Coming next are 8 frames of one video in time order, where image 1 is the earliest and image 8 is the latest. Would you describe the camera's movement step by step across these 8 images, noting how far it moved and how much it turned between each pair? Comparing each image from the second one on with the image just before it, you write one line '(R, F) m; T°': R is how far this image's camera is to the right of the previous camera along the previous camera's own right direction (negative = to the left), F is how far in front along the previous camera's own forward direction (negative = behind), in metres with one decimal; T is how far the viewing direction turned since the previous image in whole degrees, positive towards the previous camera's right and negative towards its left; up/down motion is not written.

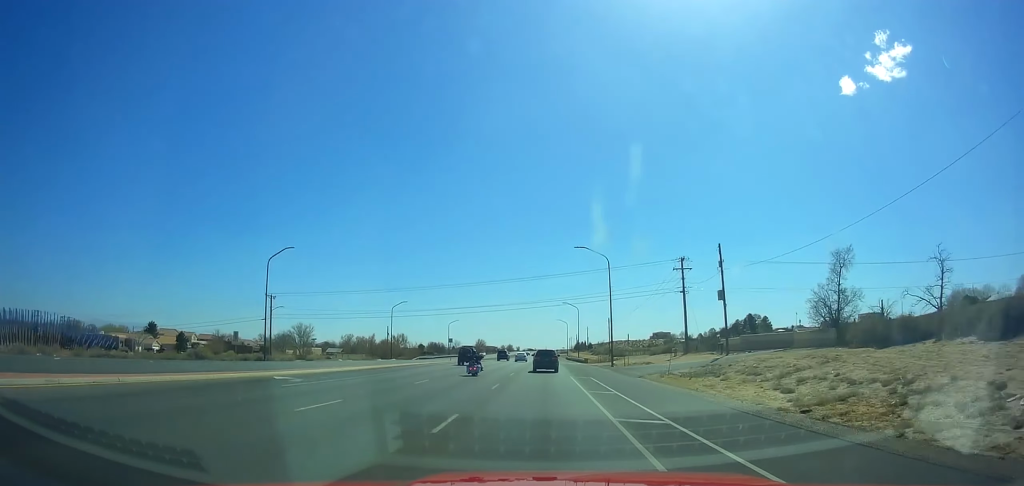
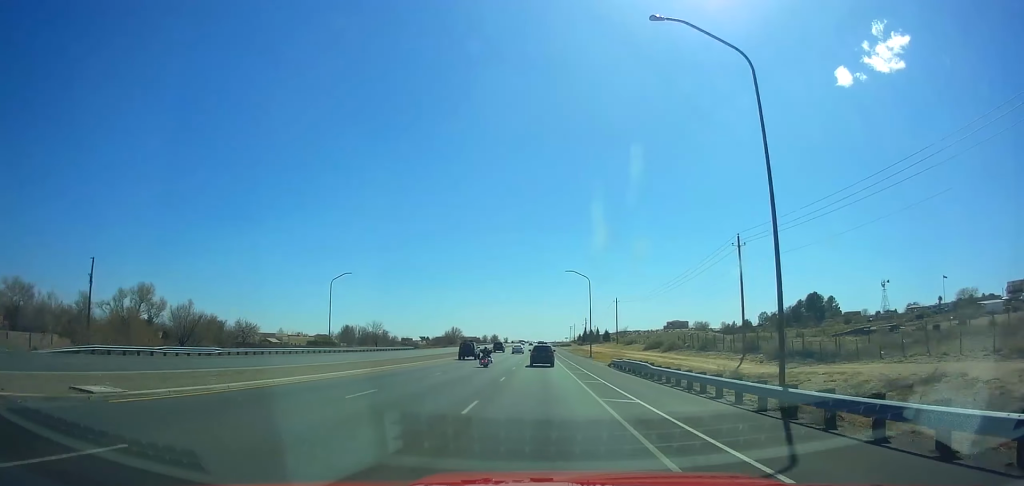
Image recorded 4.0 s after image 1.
(-0.4, +107.4) m; 0°
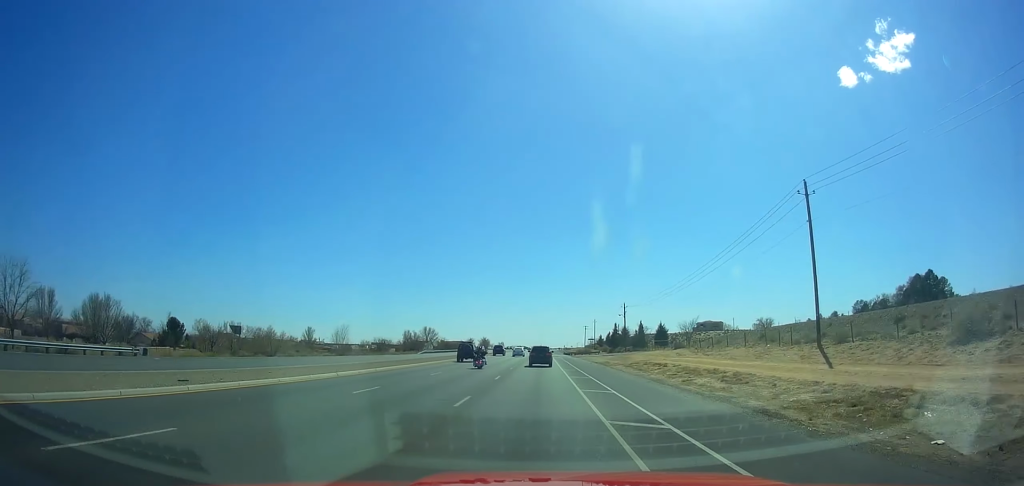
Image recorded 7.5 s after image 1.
(+0.2, +95.3) m; 0°
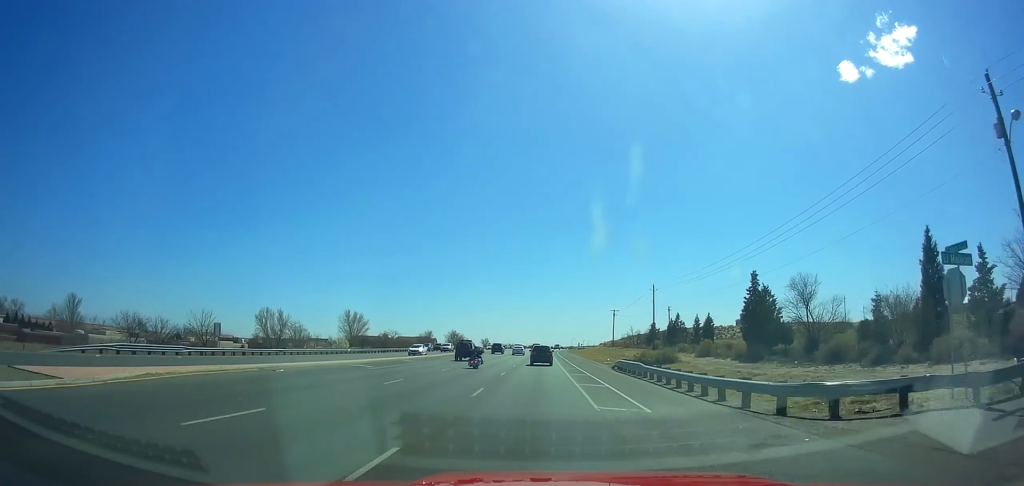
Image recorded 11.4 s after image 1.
(-0.1, +107.0) m; 0°
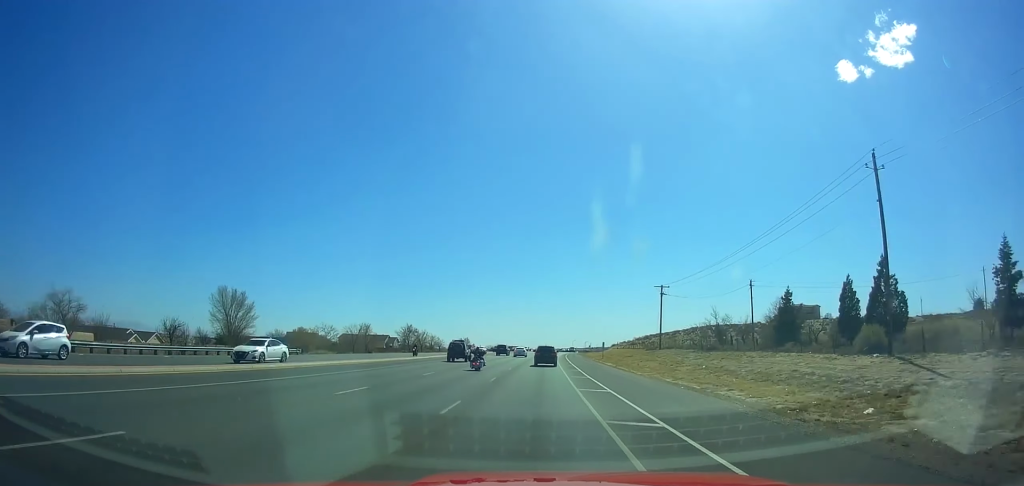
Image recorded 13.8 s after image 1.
(+0.1, +65.8) m; 0°
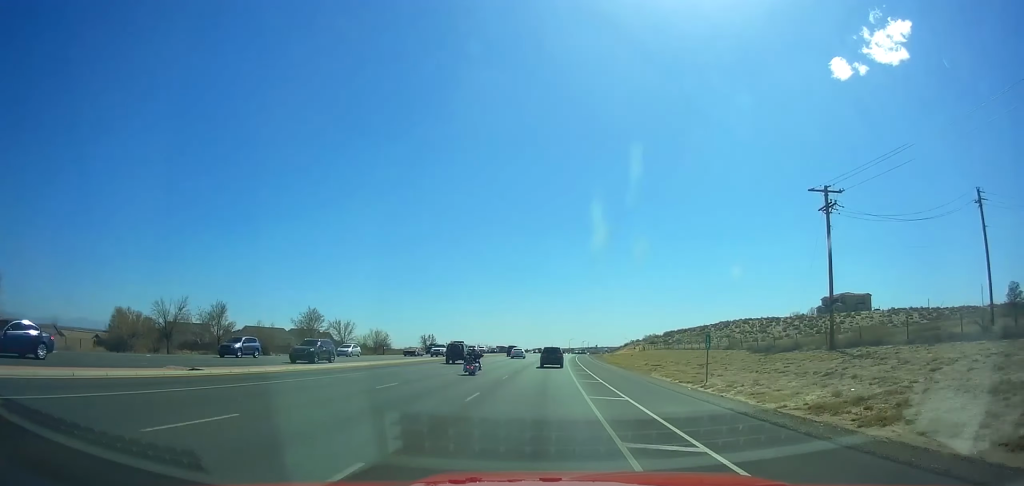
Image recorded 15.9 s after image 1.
(+0.3, +57.3) m; +1°
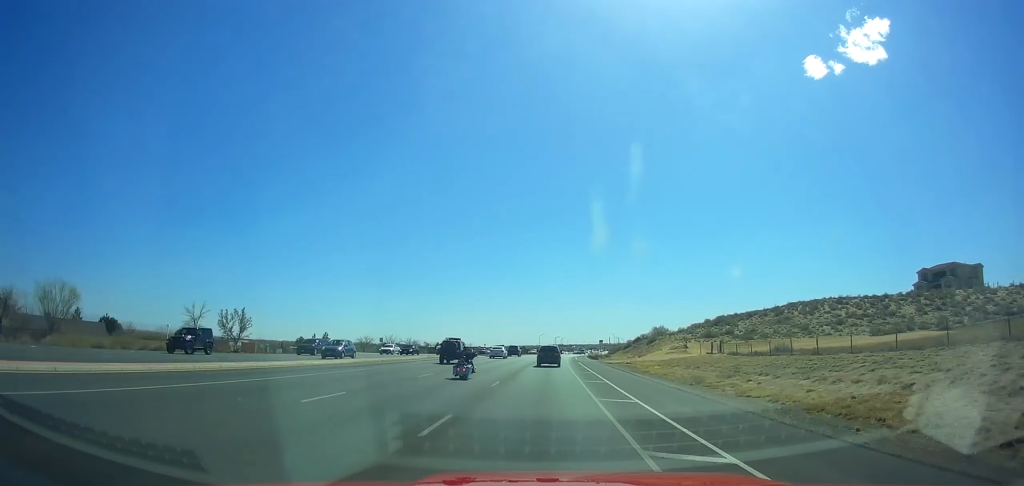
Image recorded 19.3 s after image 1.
(+1.3, +91.4) m; +2°
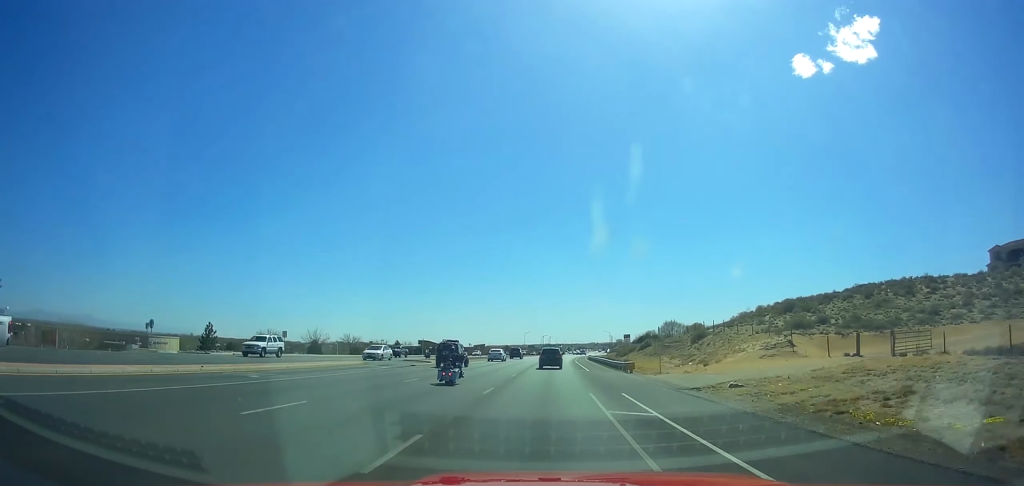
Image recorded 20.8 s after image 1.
(+0.1, +39.6) m; +1°
